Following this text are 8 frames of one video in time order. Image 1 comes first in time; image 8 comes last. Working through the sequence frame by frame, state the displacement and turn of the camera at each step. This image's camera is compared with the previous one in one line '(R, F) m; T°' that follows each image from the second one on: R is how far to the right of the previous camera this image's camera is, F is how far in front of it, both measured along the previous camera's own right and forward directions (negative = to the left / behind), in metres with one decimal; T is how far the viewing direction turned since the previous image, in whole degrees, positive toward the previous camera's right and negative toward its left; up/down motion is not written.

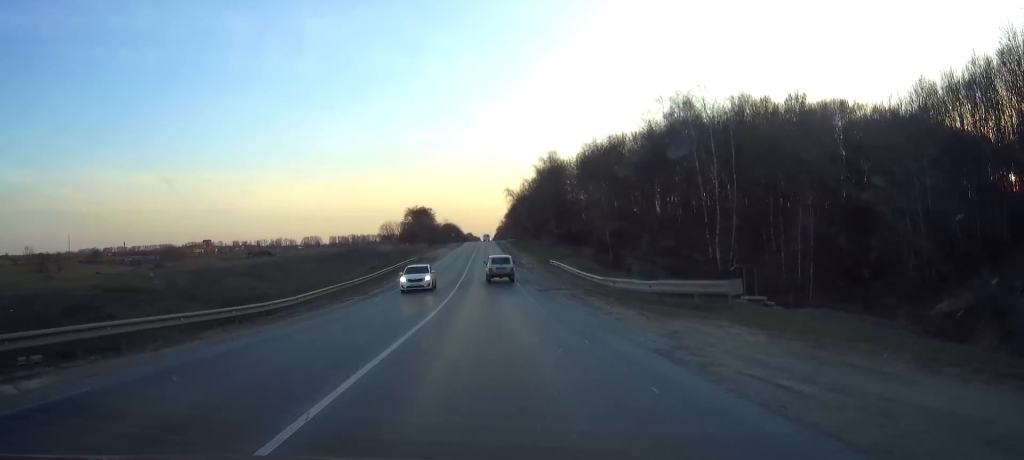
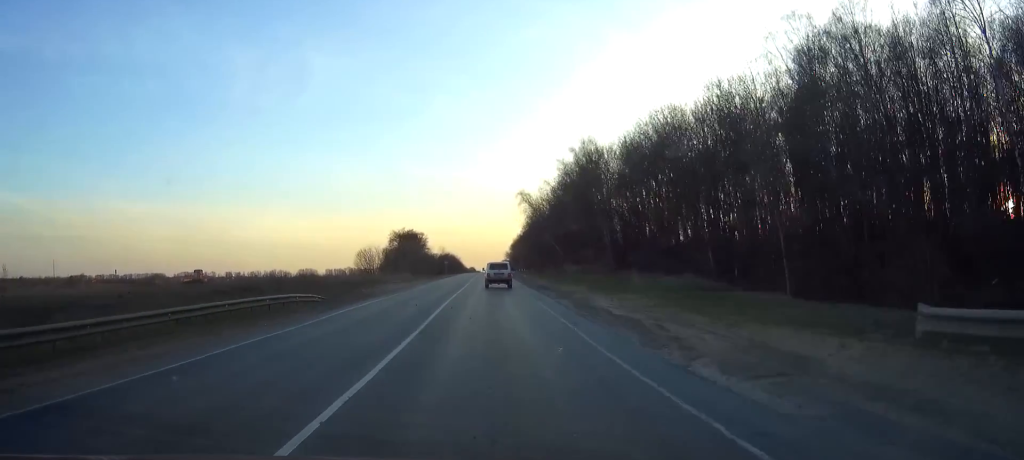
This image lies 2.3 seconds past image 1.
(+0.6, +48.8) m; +1°
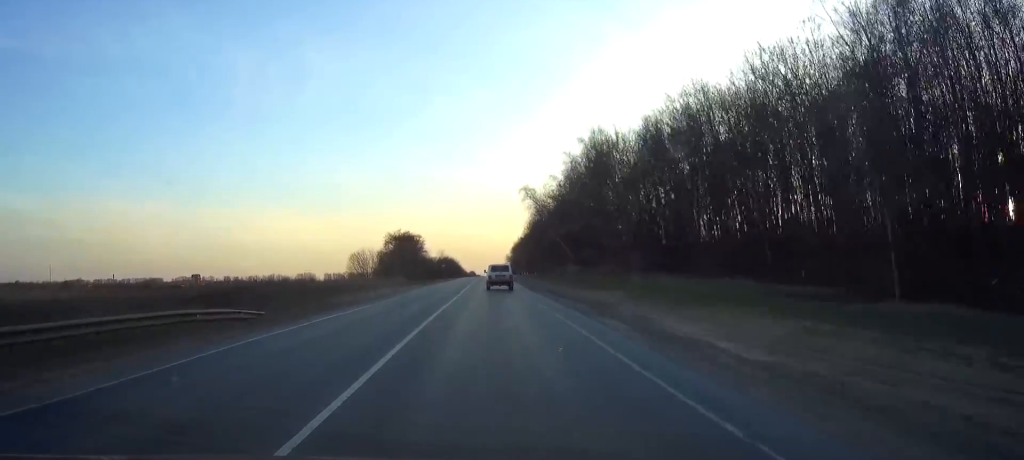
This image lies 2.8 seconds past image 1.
(0.0, +10.3) m; 0°
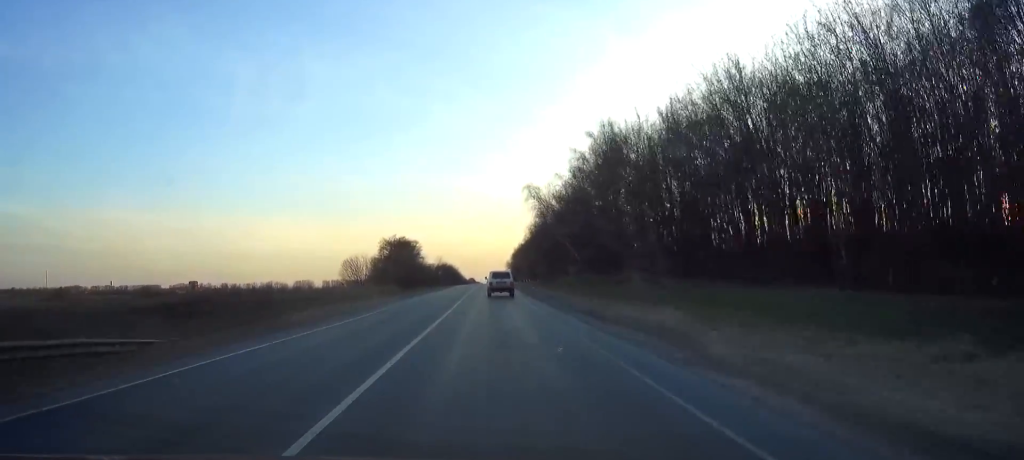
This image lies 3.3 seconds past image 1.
(+0.1, +8.9) m; 0°
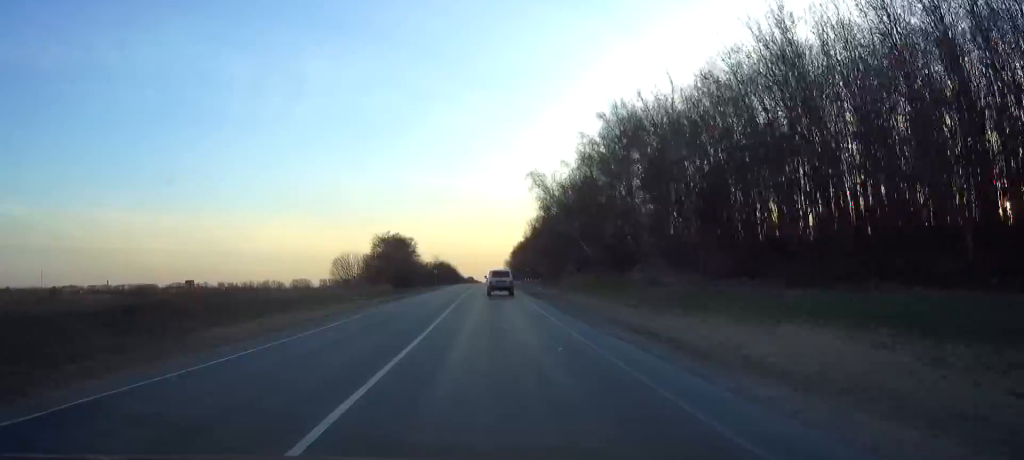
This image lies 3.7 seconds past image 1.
(-0.1, +9.6) m; 0°
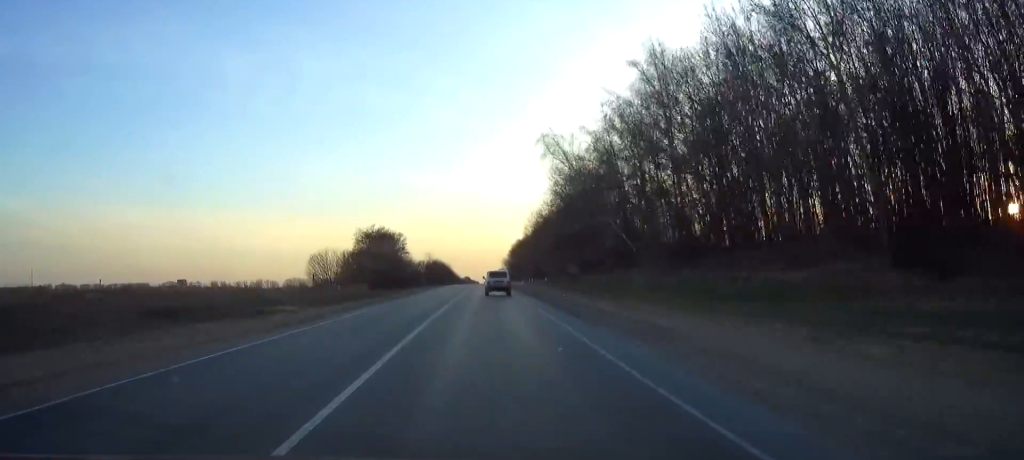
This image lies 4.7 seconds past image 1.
(-0.1, +19.8) m; 0°
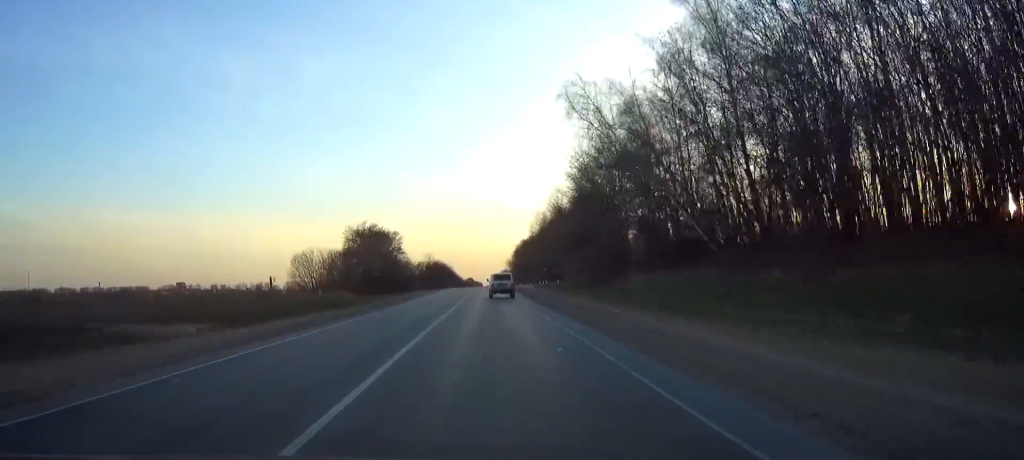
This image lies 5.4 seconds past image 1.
(0.0, +15.2) m; 0°
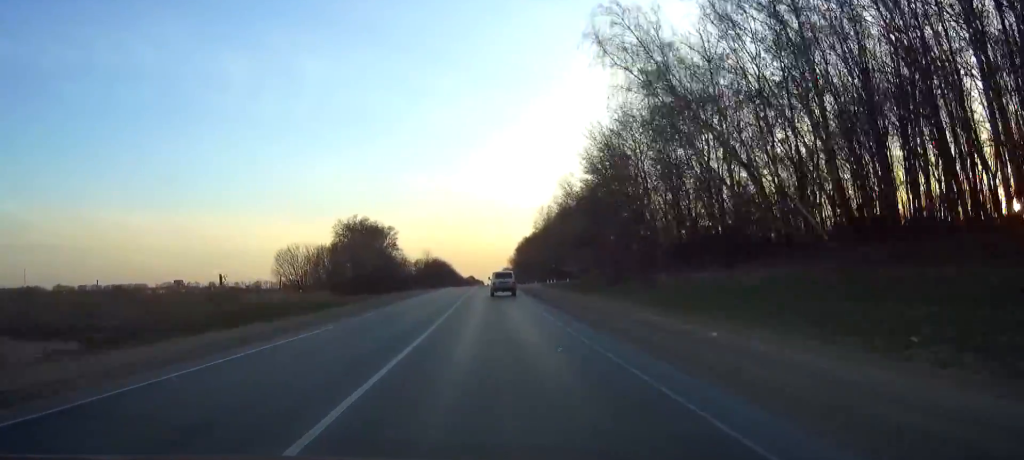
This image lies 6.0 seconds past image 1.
(-0.1, +11.1) m; 0°
